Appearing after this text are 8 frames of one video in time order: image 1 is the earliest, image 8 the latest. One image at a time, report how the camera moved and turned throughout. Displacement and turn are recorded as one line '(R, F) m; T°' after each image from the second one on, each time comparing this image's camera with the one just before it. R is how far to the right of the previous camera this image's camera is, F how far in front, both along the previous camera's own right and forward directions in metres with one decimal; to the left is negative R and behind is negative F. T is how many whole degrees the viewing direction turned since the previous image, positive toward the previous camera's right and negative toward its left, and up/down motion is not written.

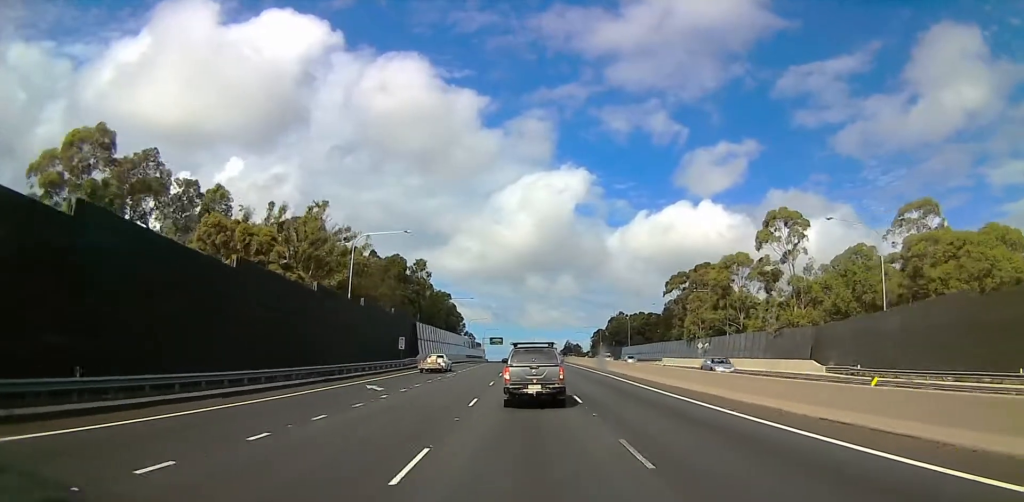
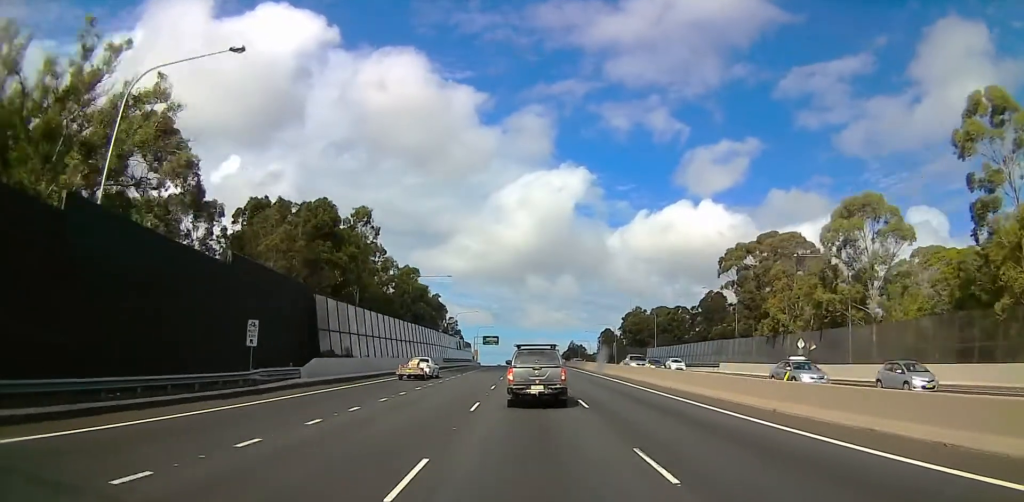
(0.0, +36.6) m; 0°
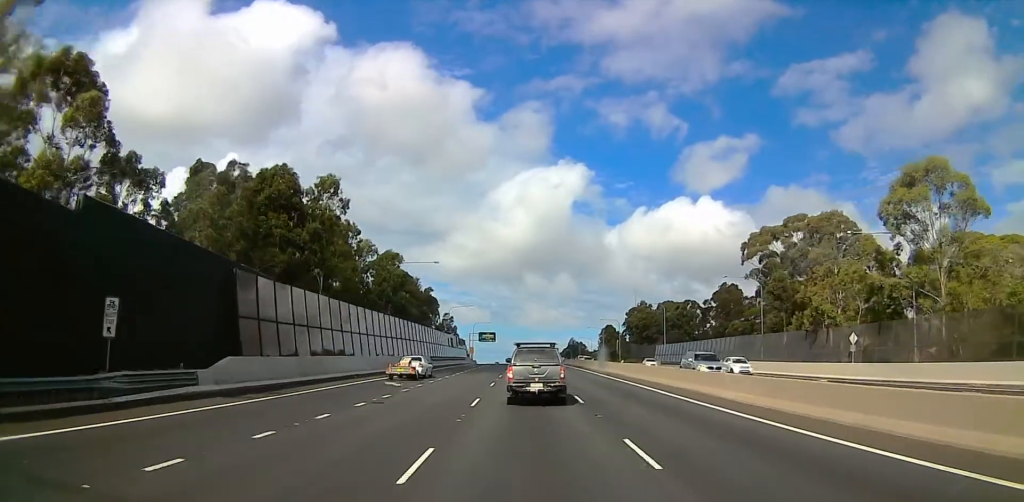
(0.0, +11.2) m; 0°
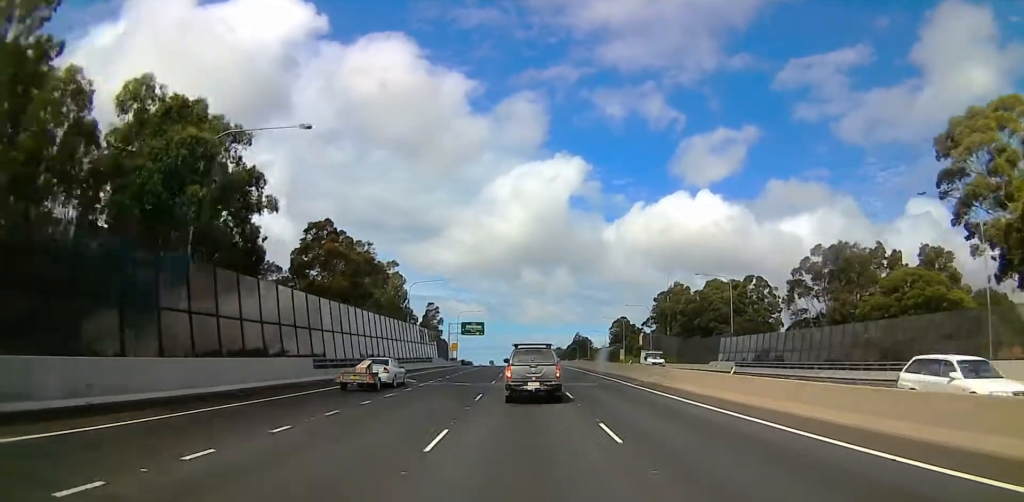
(0.0, +47.9) m; 0°
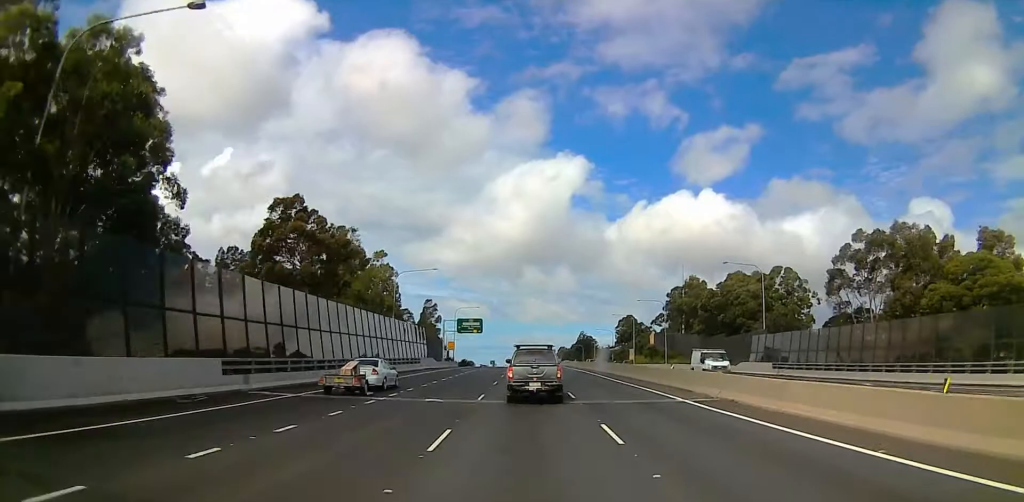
(0.0, +13.2) m; 0°
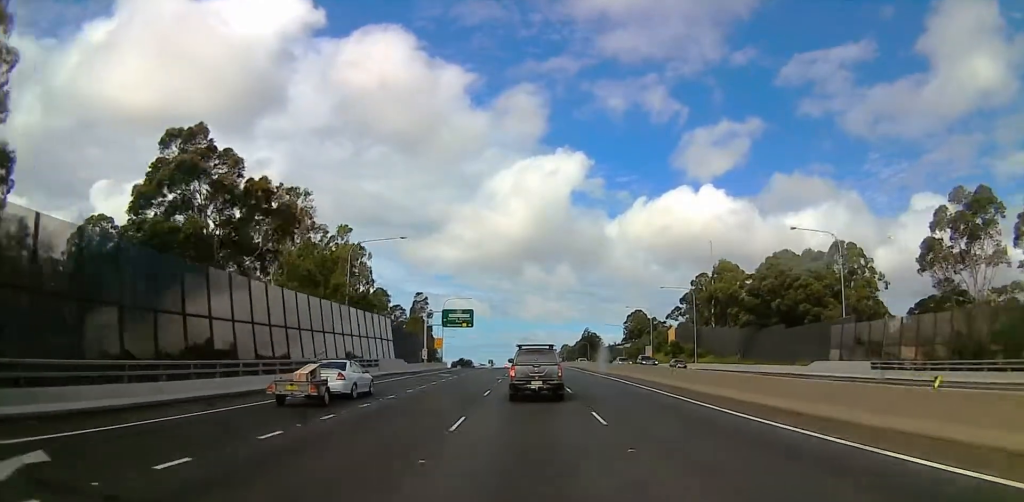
(0.0, +24.7) m; 0°
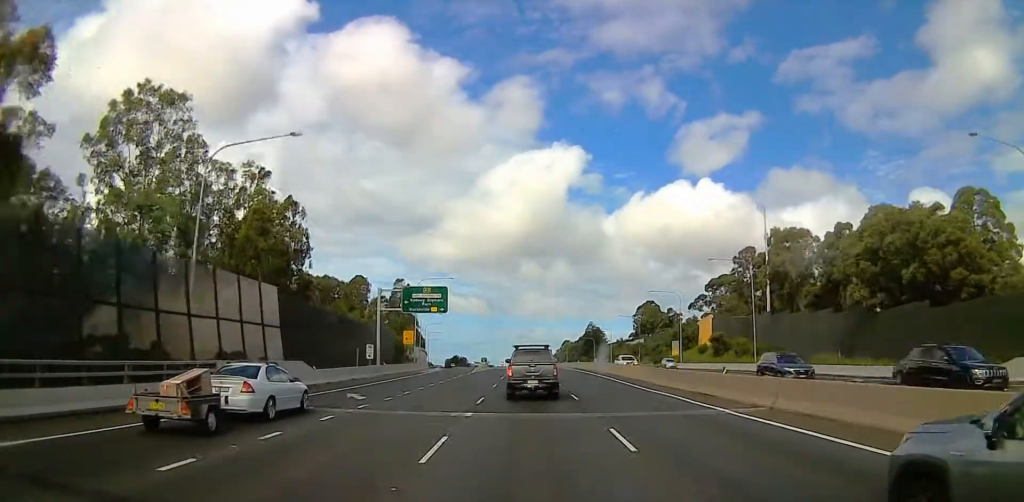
(0.0, +33.1) m; 0°
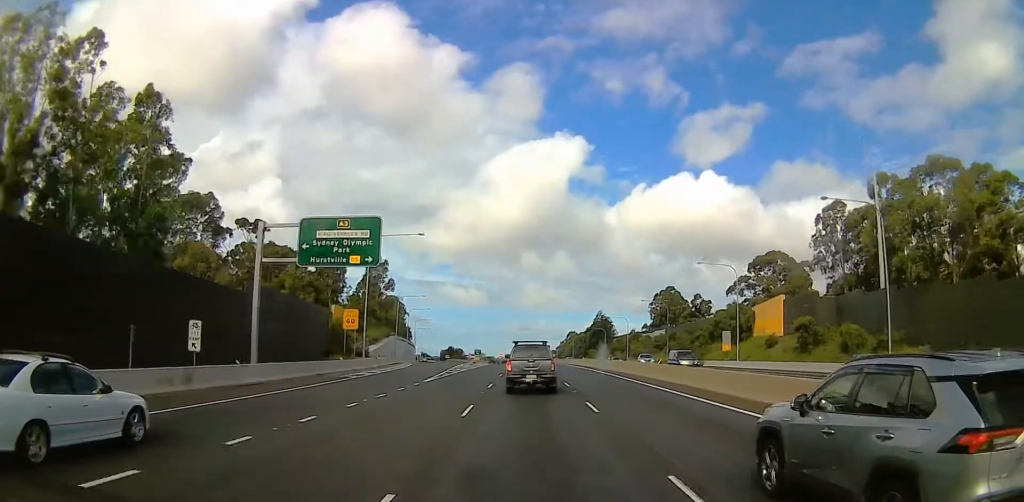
(0.0, +30.5) m; 0°
